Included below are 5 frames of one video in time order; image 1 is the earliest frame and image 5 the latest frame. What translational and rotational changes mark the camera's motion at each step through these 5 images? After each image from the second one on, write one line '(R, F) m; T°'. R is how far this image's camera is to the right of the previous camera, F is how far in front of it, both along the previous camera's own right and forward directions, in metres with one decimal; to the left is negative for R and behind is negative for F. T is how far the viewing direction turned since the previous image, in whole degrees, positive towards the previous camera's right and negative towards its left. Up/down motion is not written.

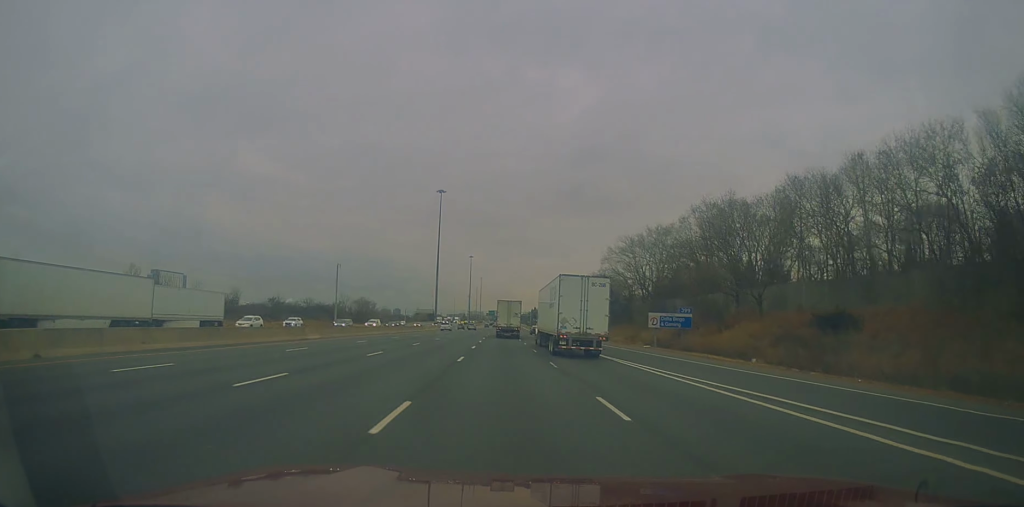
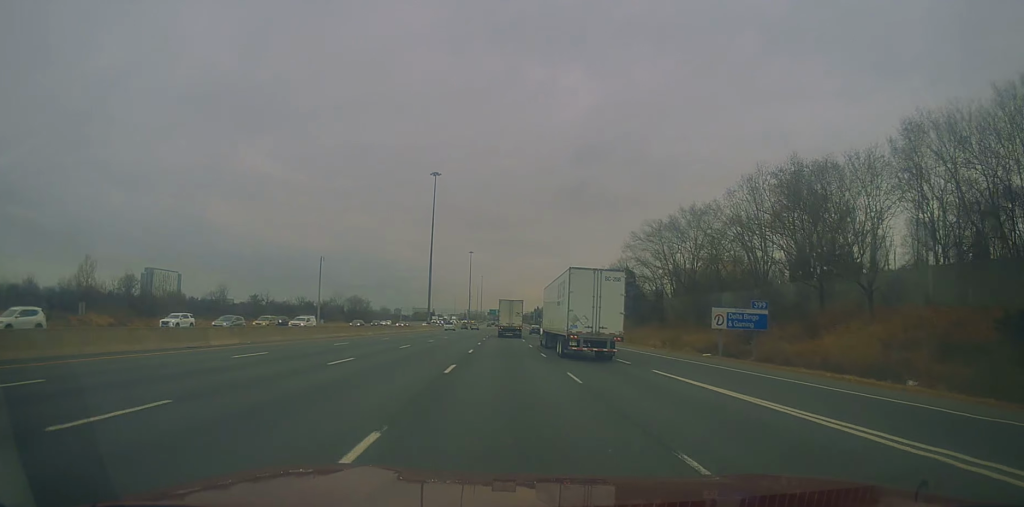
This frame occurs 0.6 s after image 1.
(-0.5, +17.9) m; 0°
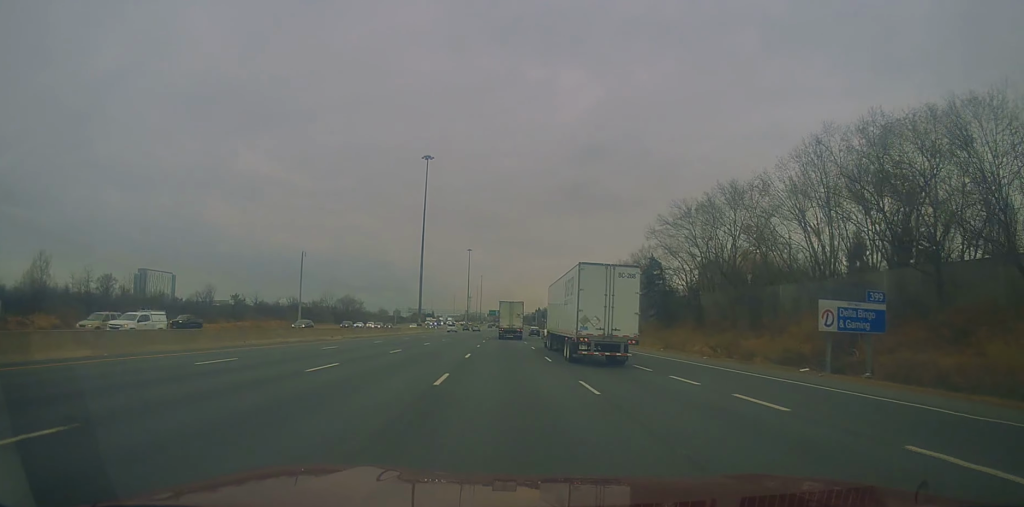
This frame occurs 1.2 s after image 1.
(-0.1, +15.1) m; 0°
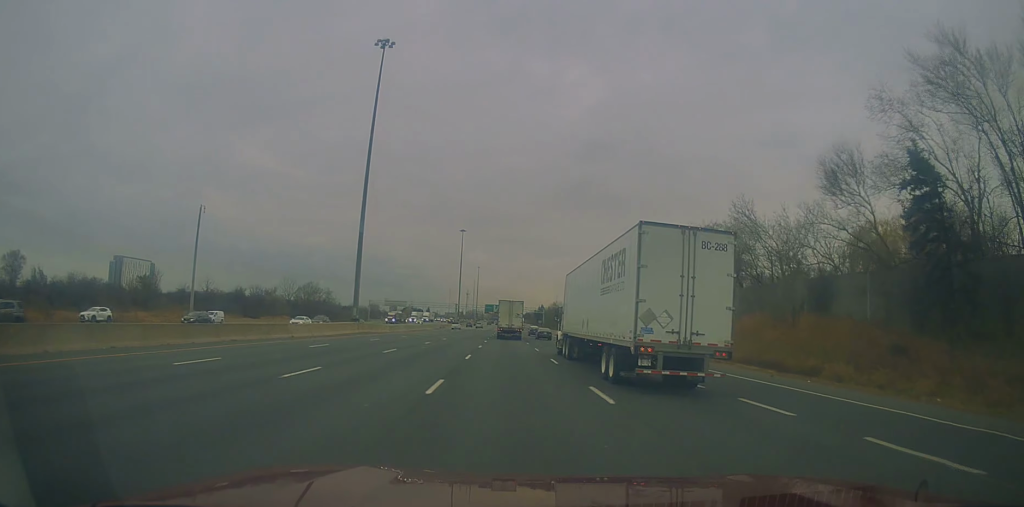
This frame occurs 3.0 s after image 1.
(-0.4, +51.6) m; -1°
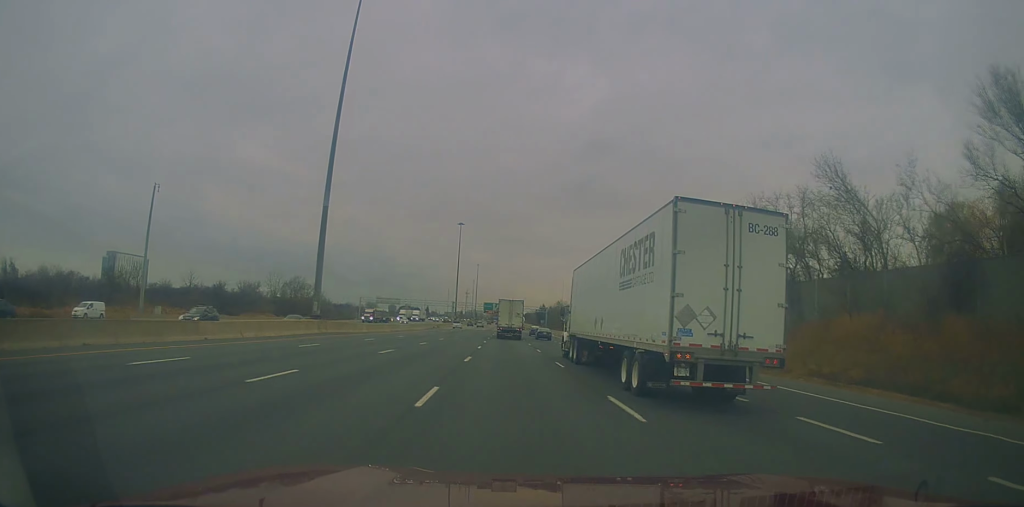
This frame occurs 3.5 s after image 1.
(+0.3, +14.6) m; +1°
